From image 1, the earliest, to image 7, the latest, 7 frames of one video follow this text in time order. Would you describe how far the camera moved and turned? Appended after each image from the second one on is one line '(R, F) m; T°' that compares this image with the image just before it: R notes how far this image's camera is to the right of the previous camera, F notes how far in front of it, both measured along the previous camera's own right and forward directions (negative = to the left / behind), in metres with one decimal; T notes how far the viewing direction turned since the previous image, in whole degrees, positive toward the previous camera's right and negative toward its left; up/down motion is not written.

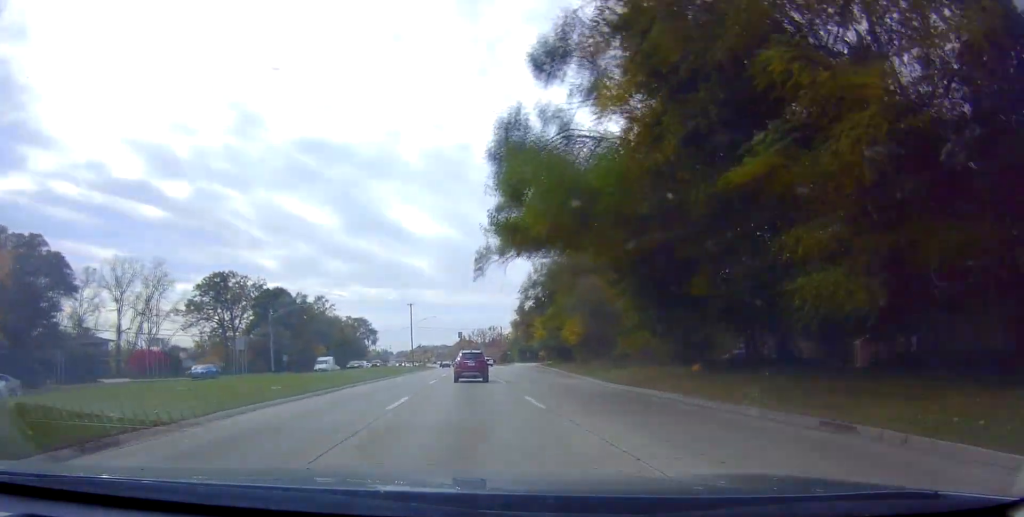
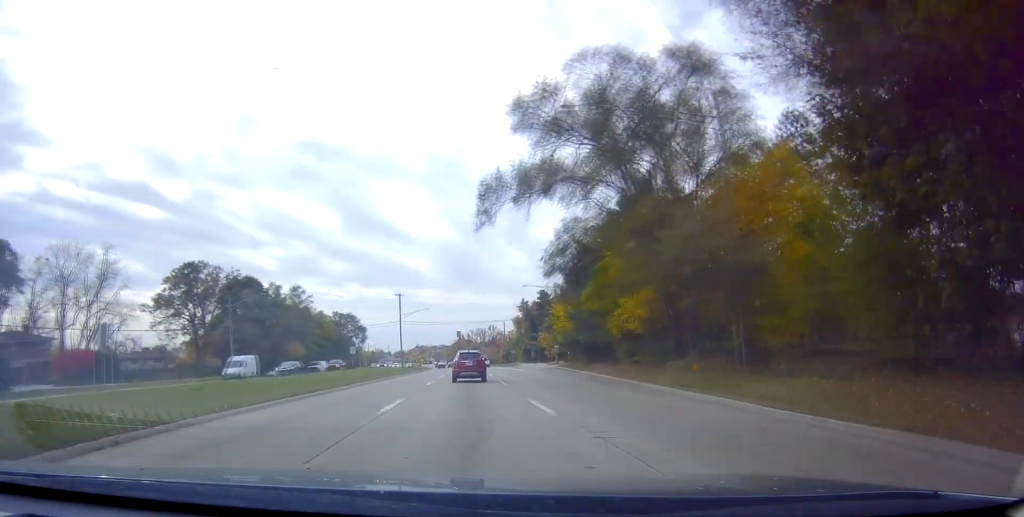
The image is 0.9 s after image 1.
(+0.4, +16.4) m; +1°
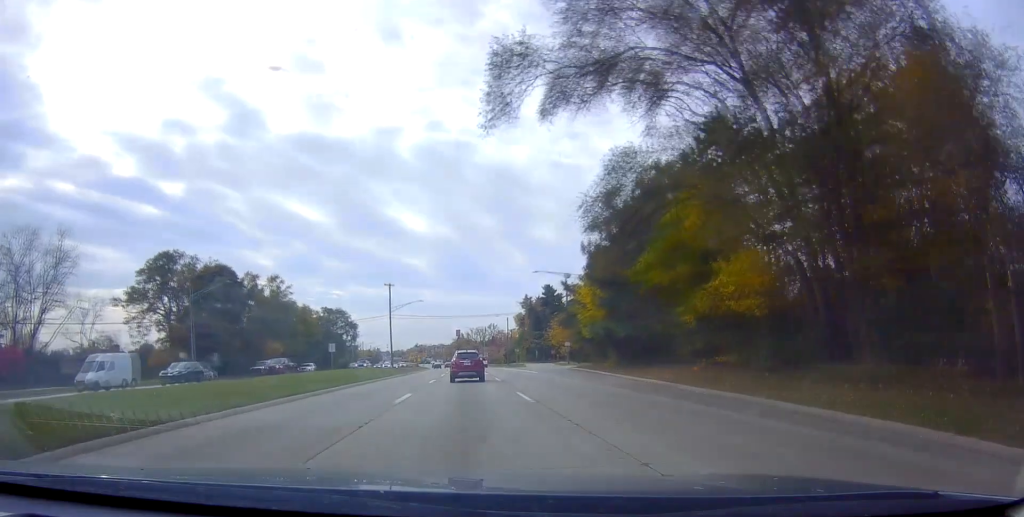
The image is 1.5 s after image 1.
(+0.1, +12.0) m; -1°
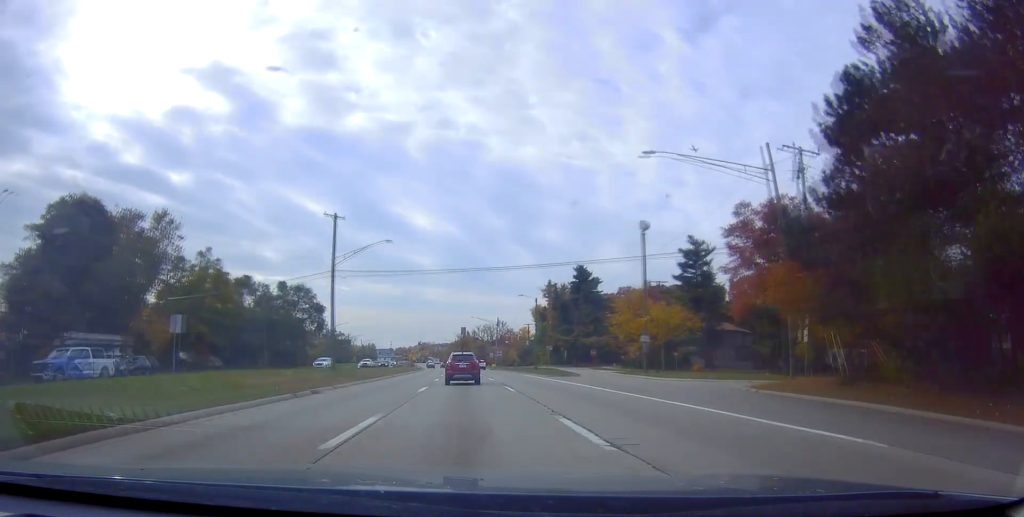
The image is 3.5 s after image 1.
(0.0, +38.5) m; +1°
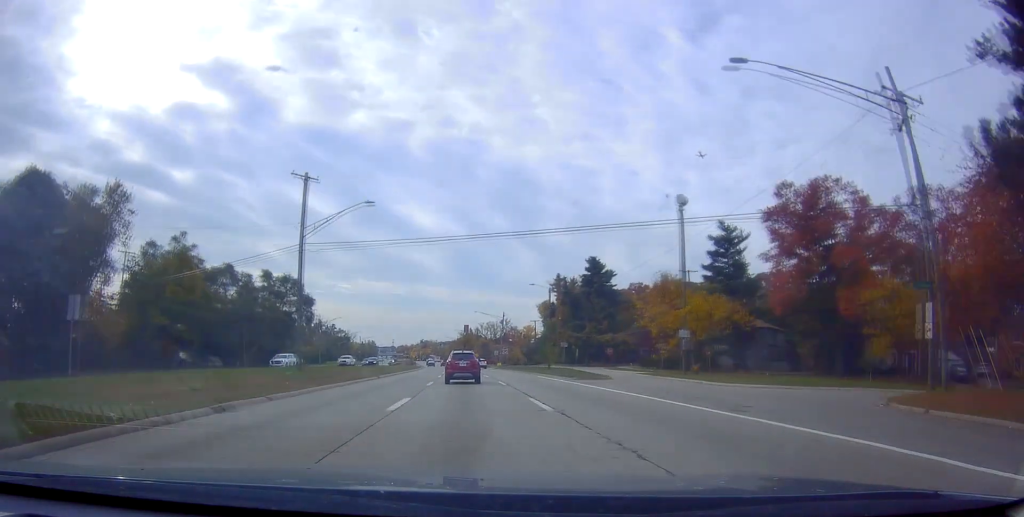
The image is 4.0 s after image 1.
(0.0, +9.6) m; -1°
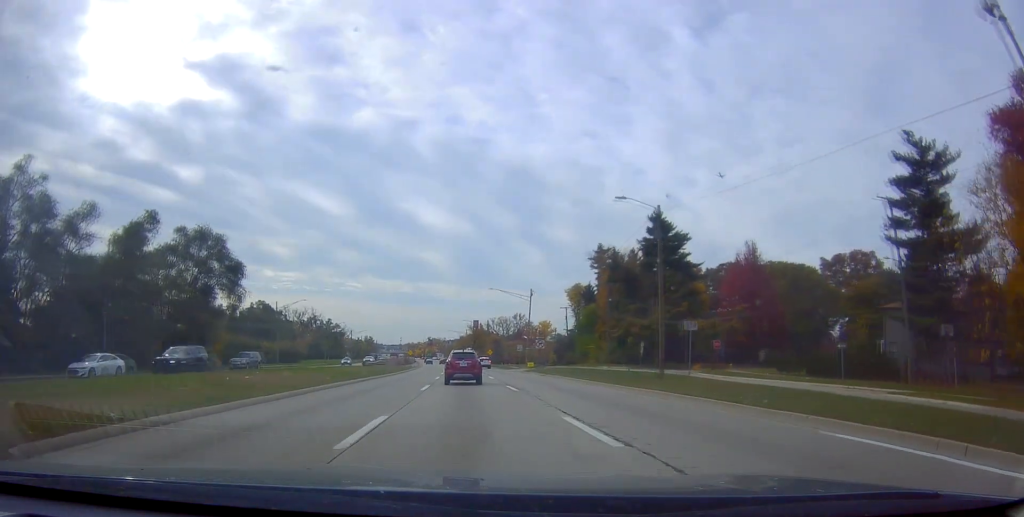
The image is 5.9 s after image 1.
(-1.1, +35.8) m; -3°
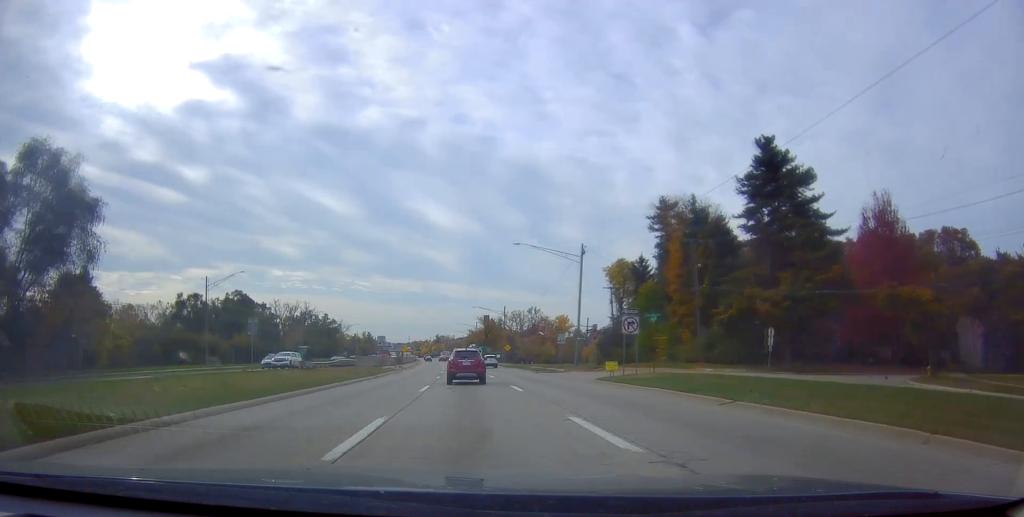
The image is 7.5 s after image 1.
(+0.7, +31.0) m; +1°
